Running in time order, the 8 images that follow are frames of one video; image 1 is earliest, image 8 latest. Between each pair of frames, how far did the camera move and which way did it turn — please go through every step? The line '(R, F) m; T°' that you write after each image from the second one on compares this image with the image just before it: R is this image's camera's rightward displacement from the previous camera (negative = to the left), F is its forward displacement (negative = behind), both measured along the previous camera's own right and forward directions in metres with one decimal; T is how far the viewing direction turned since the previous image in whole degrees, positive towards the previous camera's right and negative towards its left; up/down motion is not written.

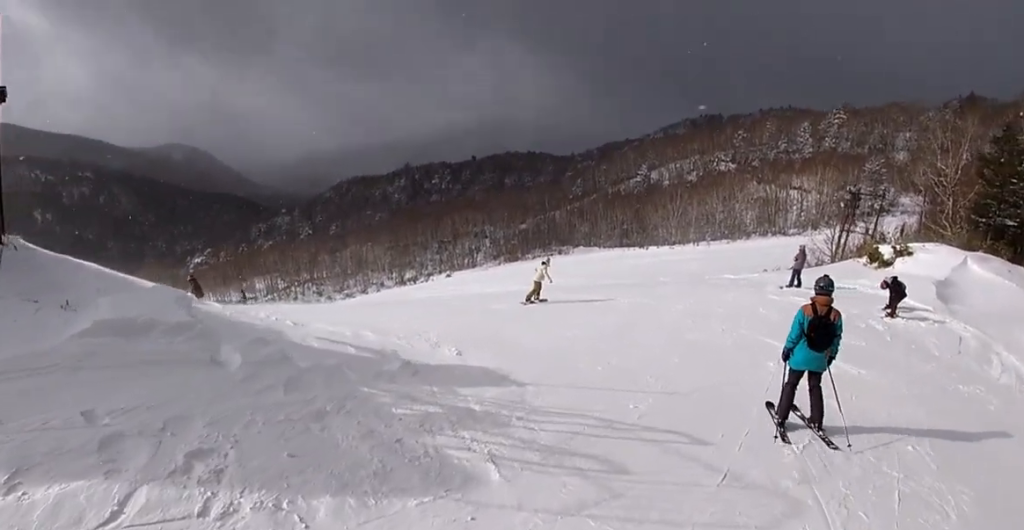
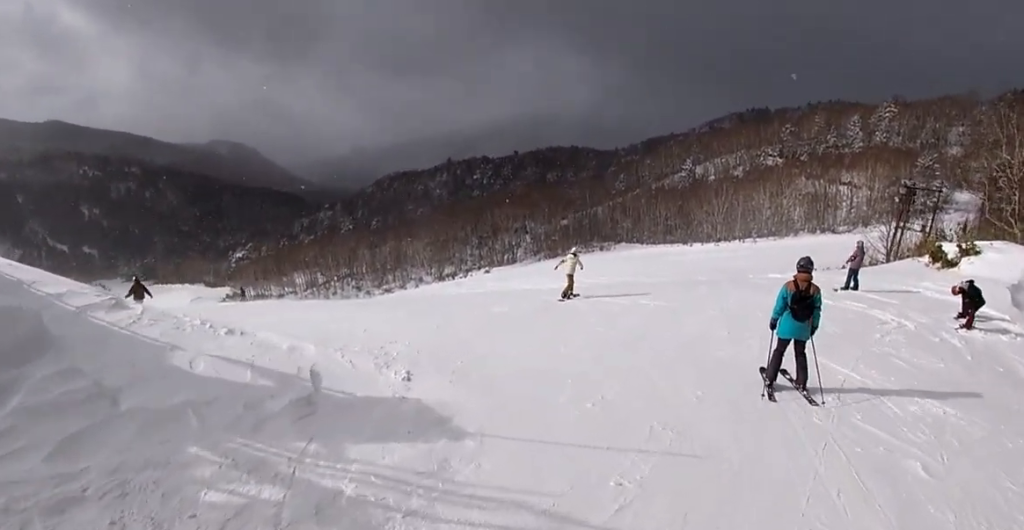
(-0.2, +2.8) m; -10°
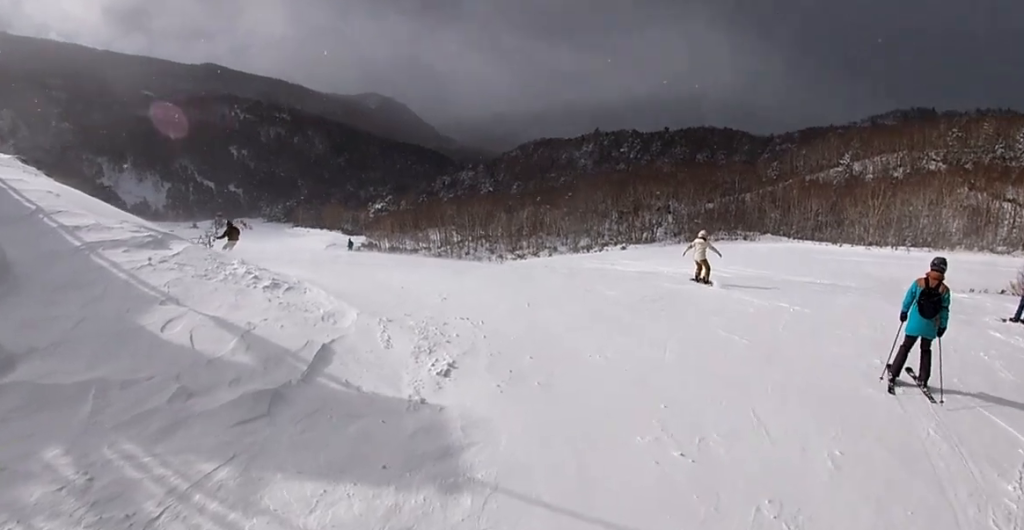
(-0.1, +2.0) m; -7°
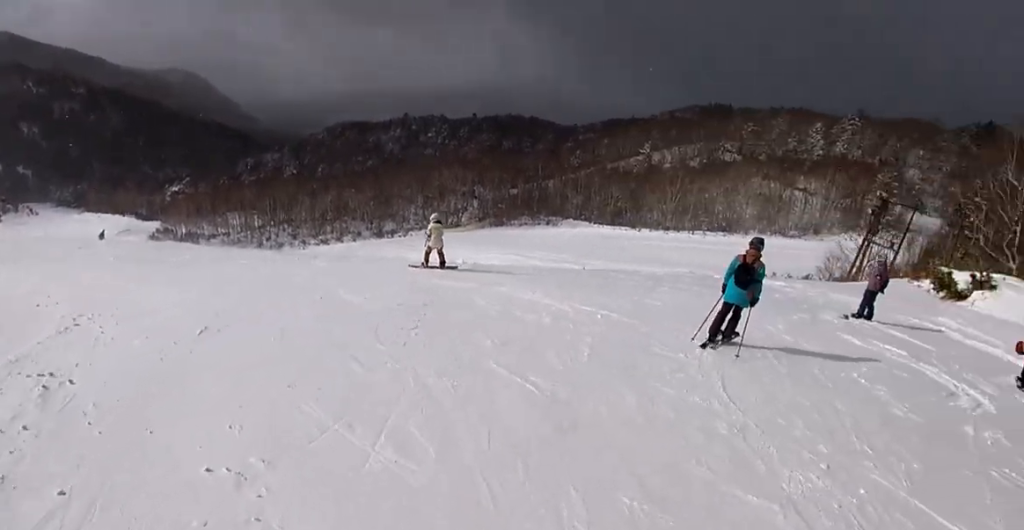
(-0.2, +4.1) m; +8°
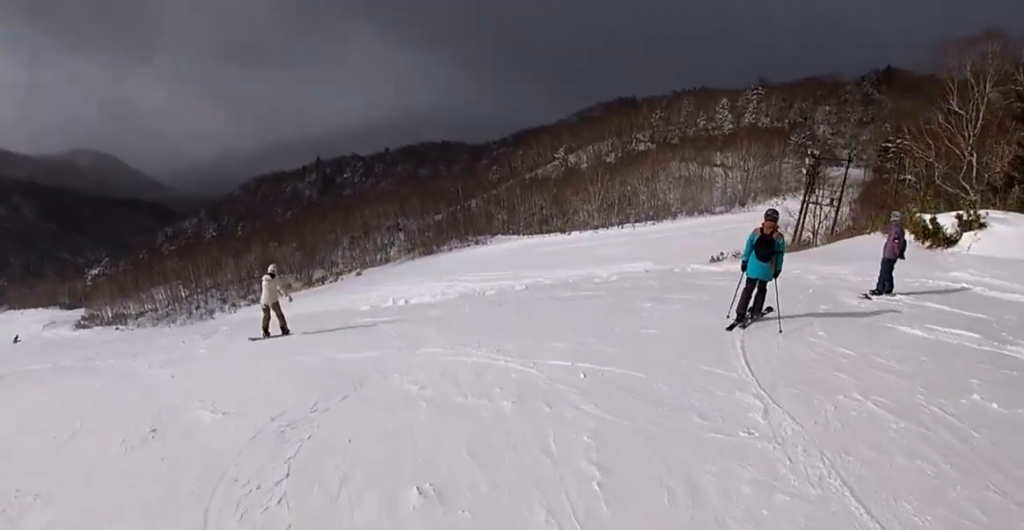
(+0.6, +3.3) m; -2°
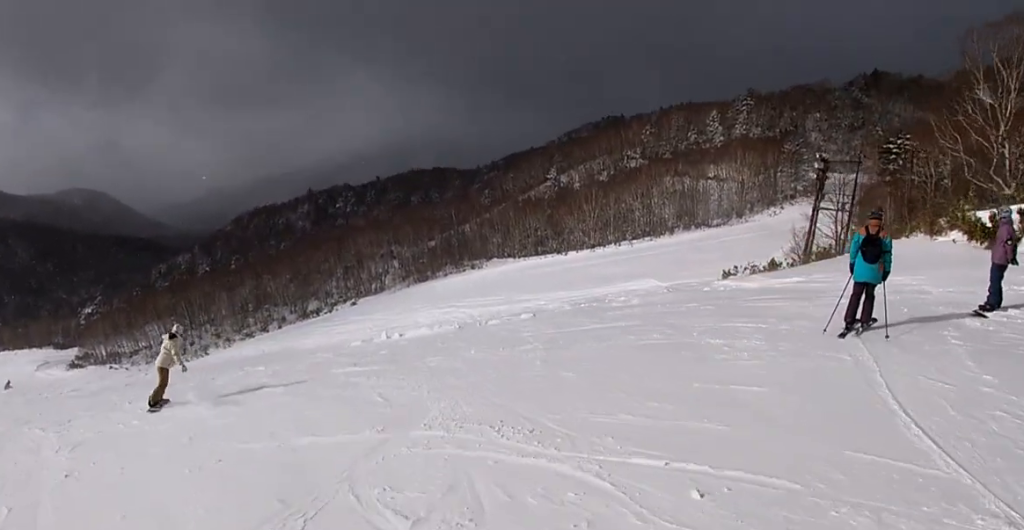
(0.0, +2.4) m; -2°
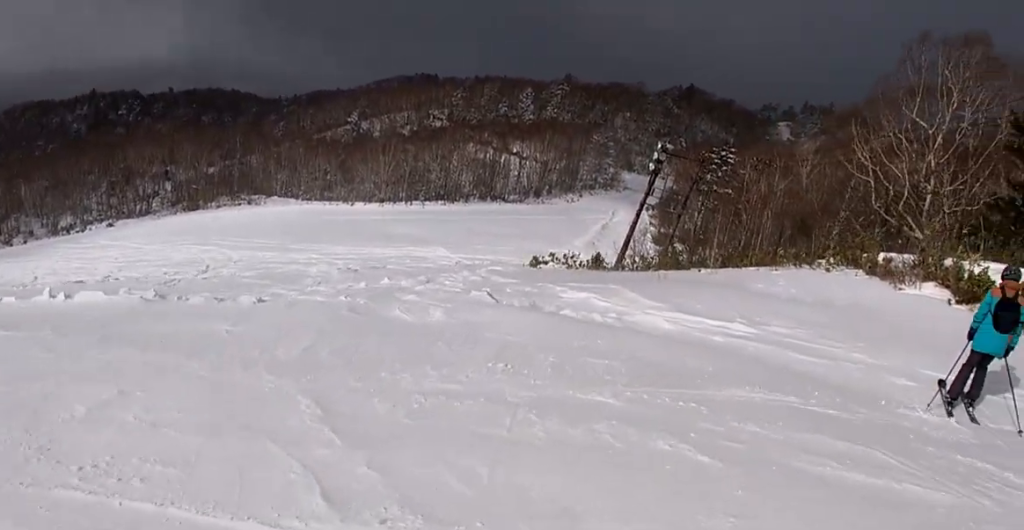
(+0.5, +7.5) m; +42°
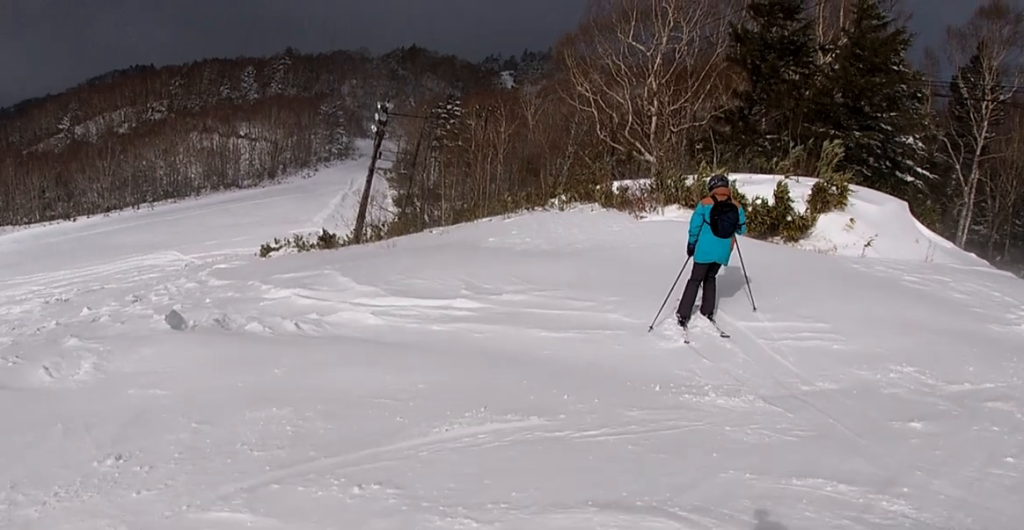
(+1.3, +2.2) m; +23°
